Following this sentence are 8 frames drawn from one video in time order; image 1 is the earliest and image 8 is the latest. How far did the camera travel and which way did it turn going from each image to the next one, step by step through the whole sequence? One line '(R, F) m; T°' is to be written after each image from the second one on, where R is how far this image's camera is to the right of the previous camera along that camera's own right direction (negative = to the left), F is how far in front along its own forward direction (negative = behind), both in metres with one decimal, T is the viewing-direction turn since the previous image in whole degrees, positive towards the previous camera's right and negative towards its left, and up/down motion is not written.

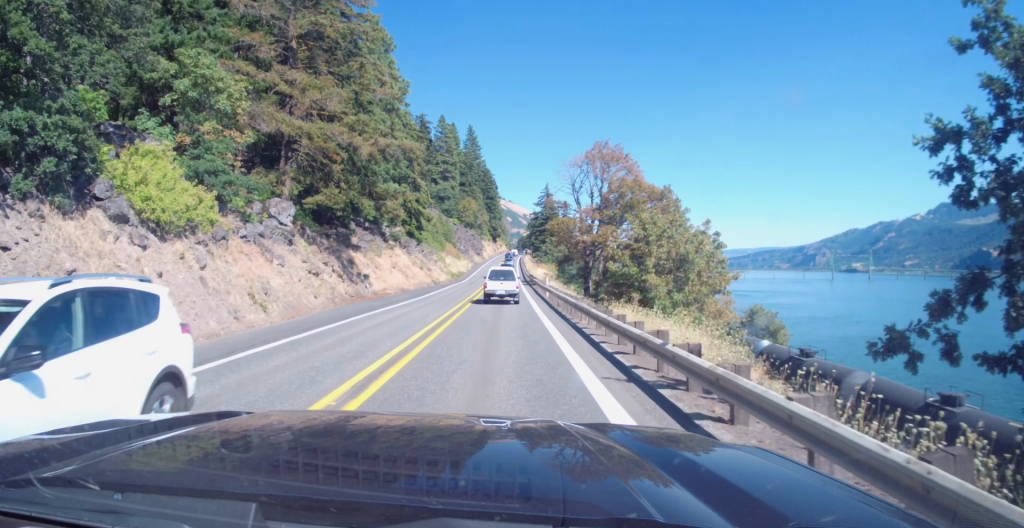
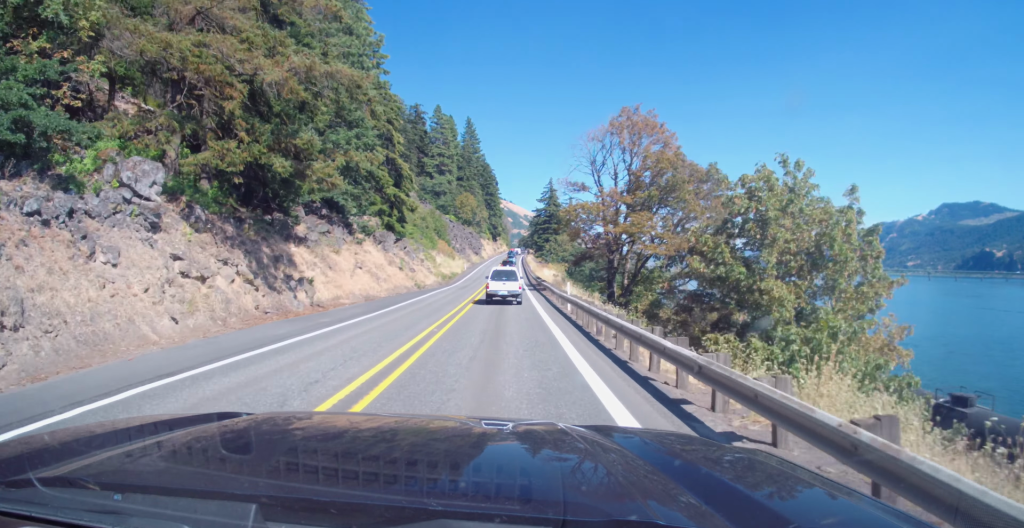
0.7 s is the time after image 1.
(0.0, +13.9) m; 0°
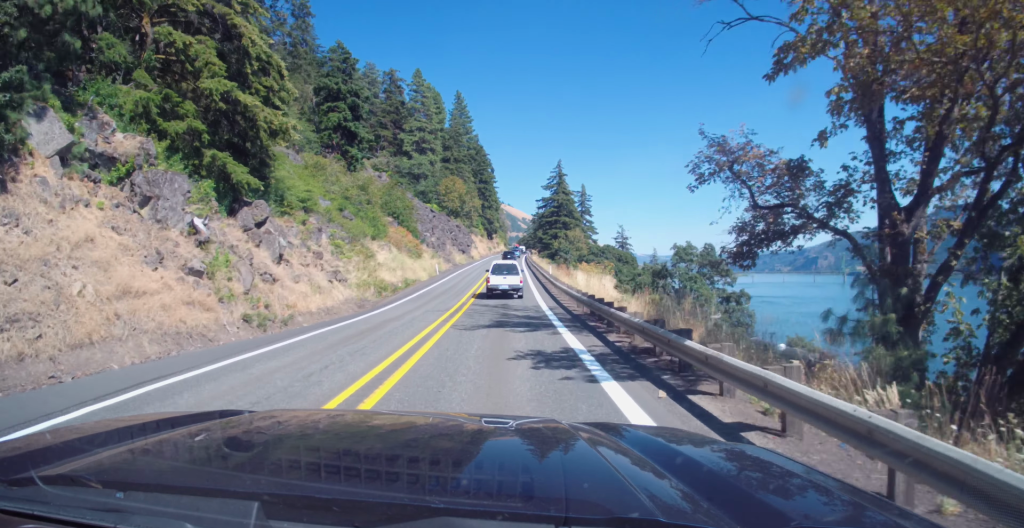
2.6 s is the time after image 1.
(0.0, +37.9) m; 0°
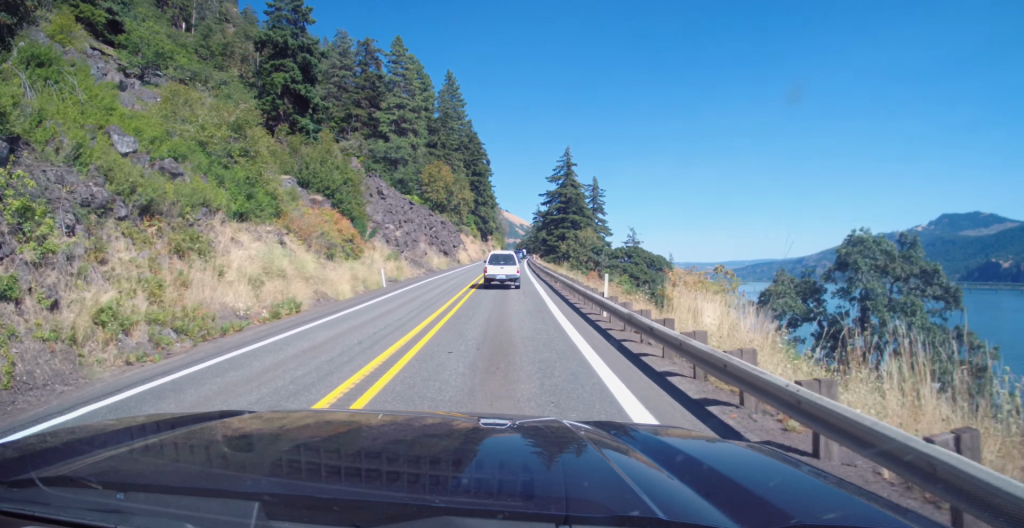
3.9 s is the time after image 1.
(+0.4, +25.7) m; +2°
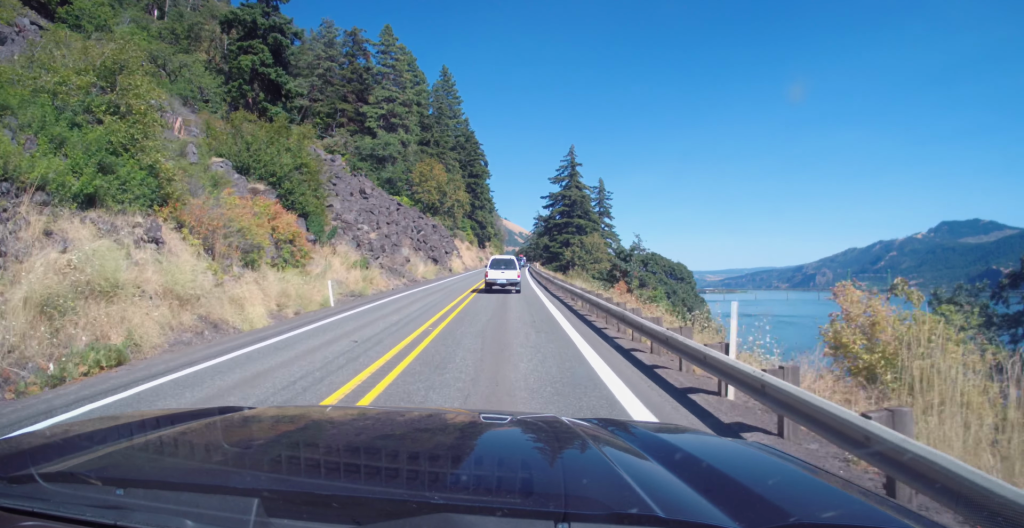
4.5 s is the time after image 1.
(+0.4, +11.0) m; -1°
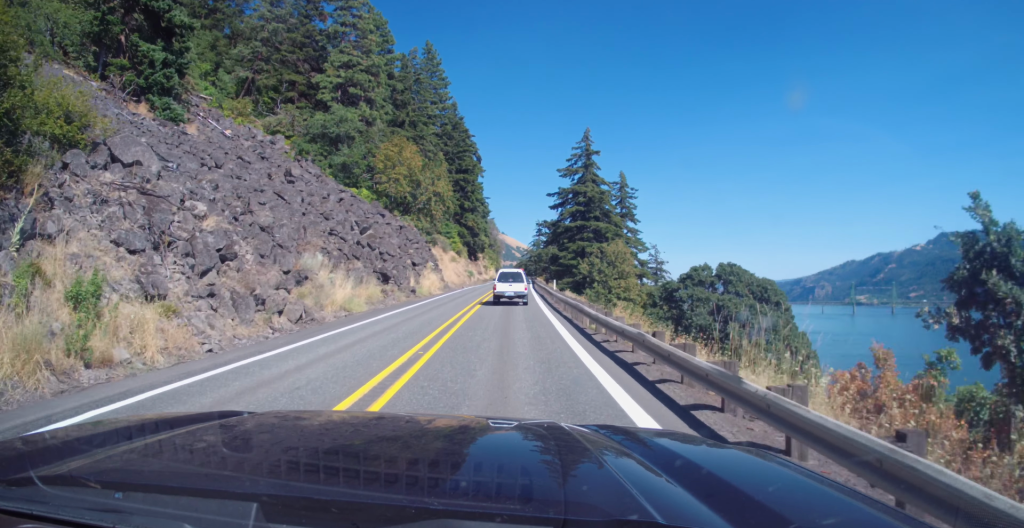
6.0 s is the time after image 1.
(-0.7, +26.5) m; 0°
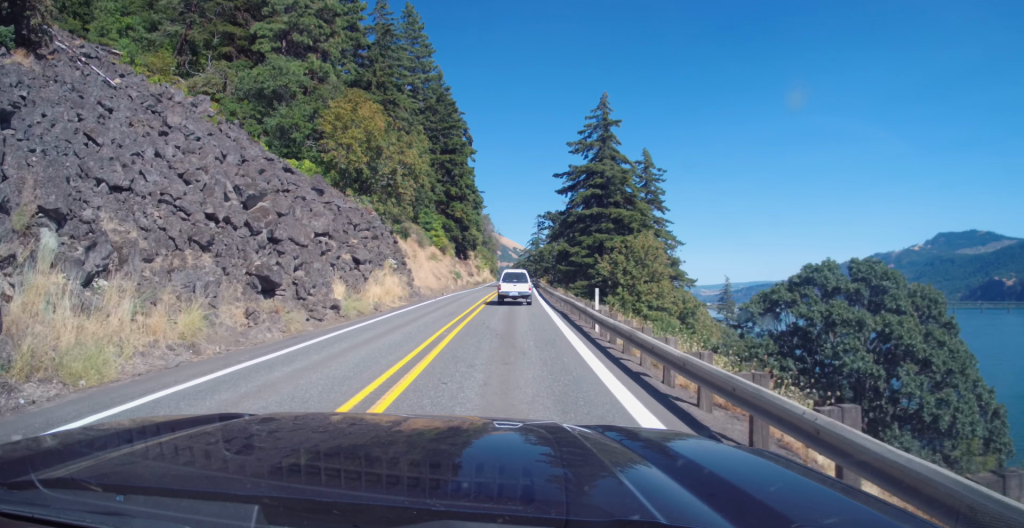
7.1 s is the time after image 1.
(+0.4, +20.0) m; 0°
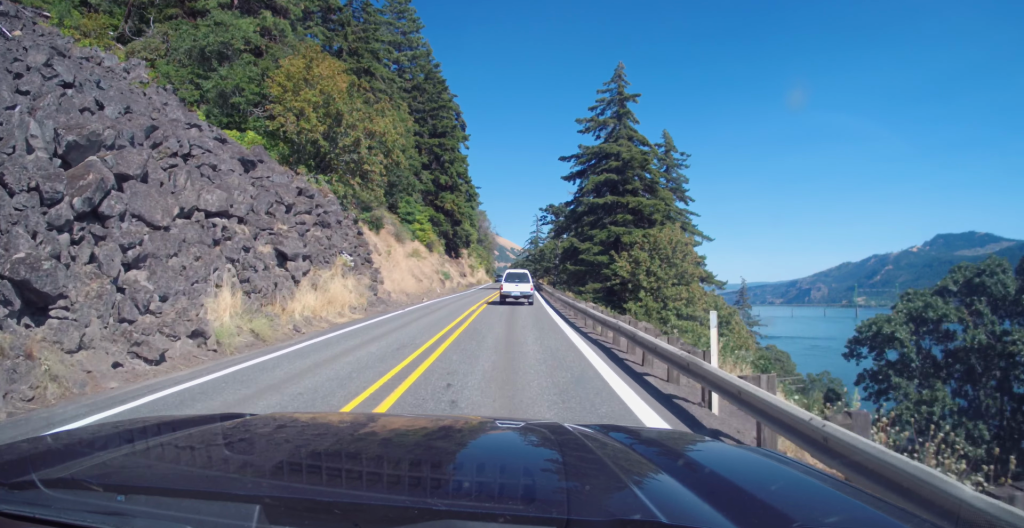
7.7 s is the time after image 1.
(-0.6, +11.8) m; 0°
